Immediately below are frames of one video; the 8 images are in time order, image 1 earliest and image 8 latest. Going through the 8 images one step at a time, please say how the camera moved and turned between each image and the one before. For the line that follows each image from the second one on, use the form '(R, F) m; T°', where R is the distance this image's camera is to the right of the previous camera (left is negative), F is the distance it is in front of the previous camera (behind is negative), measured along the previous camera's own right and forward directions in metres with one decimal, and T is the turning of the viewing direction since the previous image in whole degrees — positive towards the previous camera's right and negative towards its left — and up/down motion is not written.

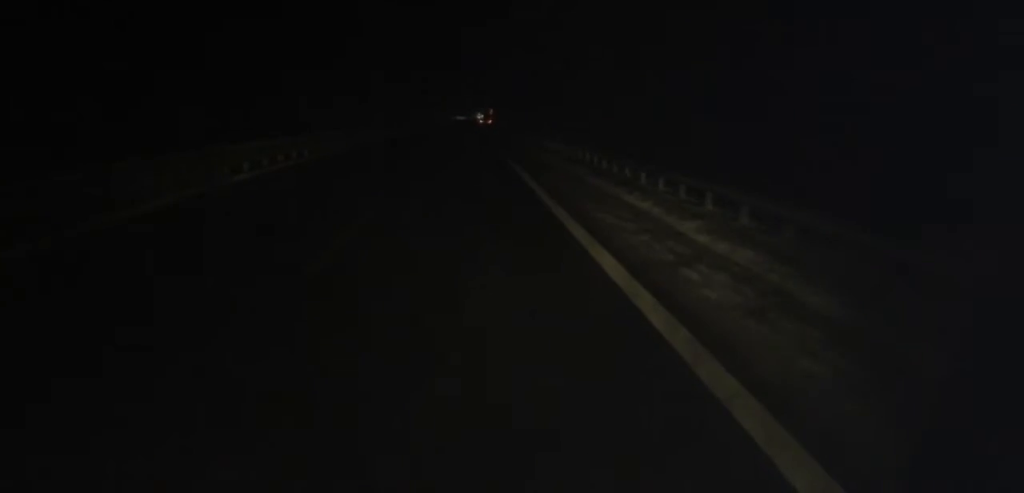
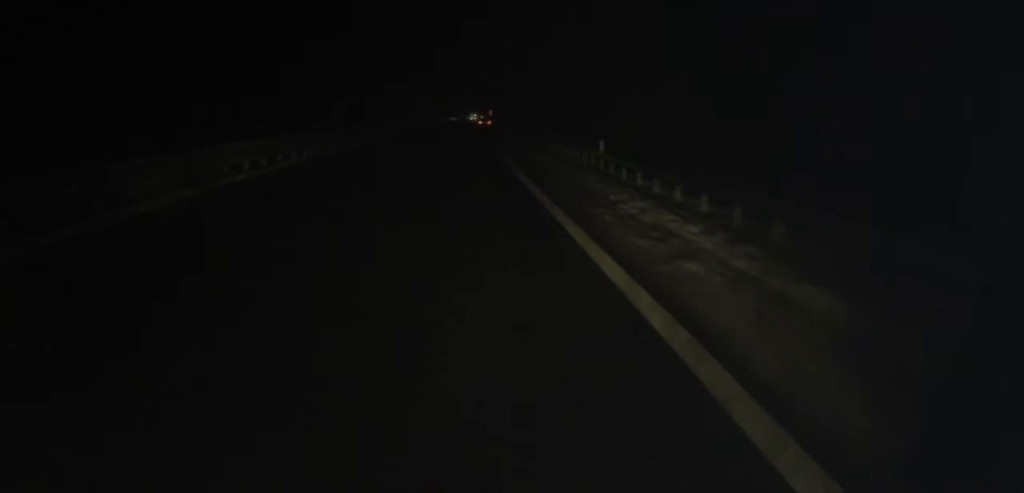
(0.0, +13.7) m; 0°
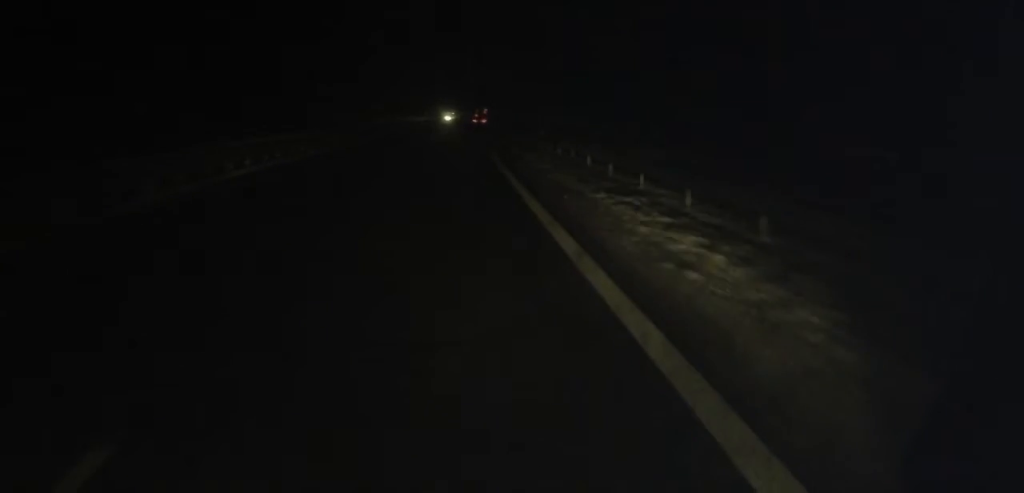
(+0.1, +32.0) m; +1°
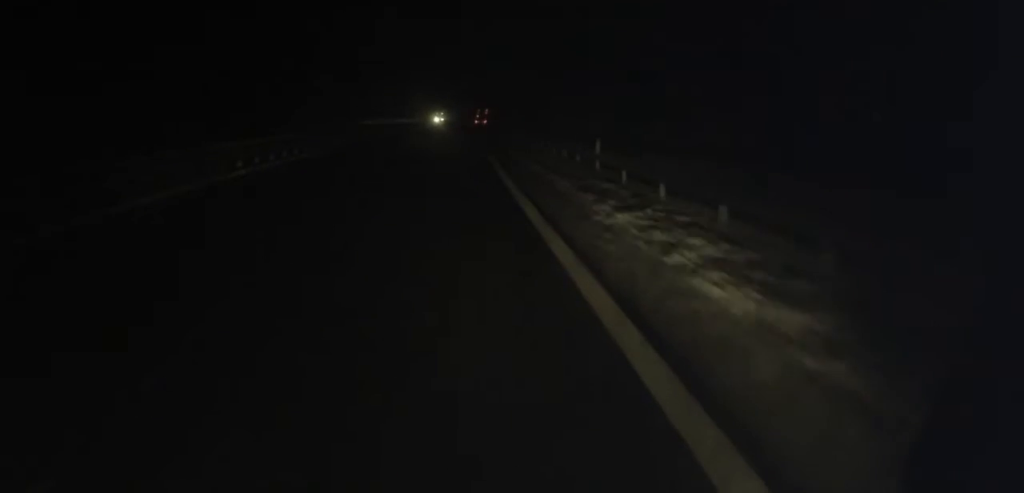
(0.0, +18.4) m; +1°
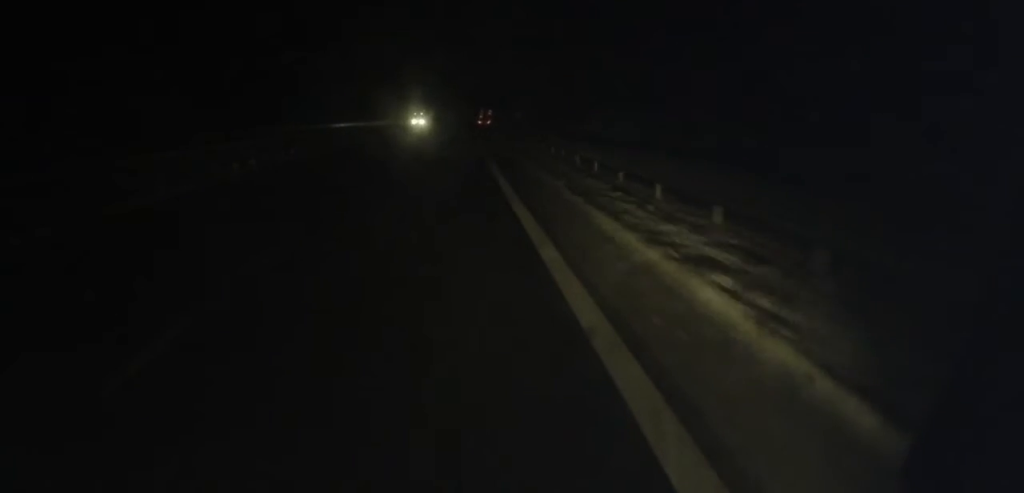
(+0.5, +28.0) m; +1°
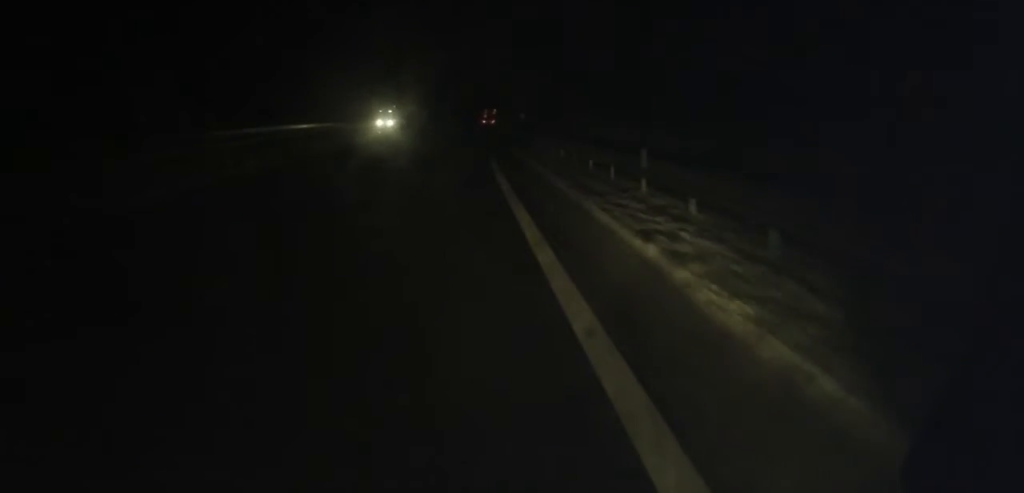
(-0.2, +26.4) m; 0°
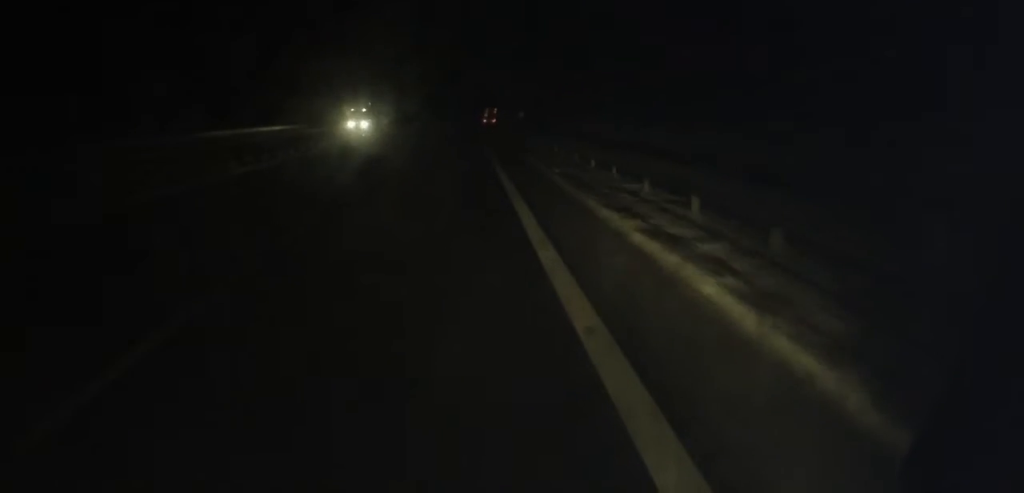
(-0.3, +11.9) m; +1°
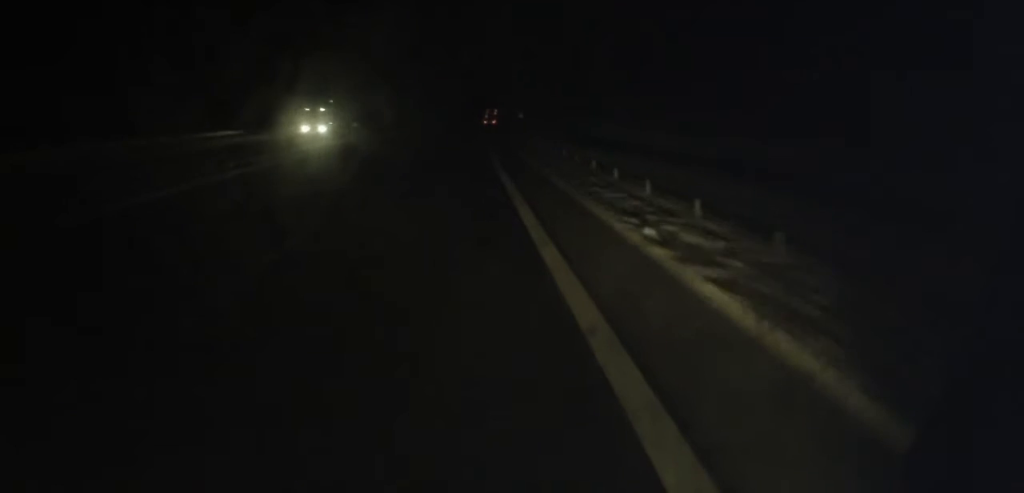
(+0.2, +11.9) m; +1°
